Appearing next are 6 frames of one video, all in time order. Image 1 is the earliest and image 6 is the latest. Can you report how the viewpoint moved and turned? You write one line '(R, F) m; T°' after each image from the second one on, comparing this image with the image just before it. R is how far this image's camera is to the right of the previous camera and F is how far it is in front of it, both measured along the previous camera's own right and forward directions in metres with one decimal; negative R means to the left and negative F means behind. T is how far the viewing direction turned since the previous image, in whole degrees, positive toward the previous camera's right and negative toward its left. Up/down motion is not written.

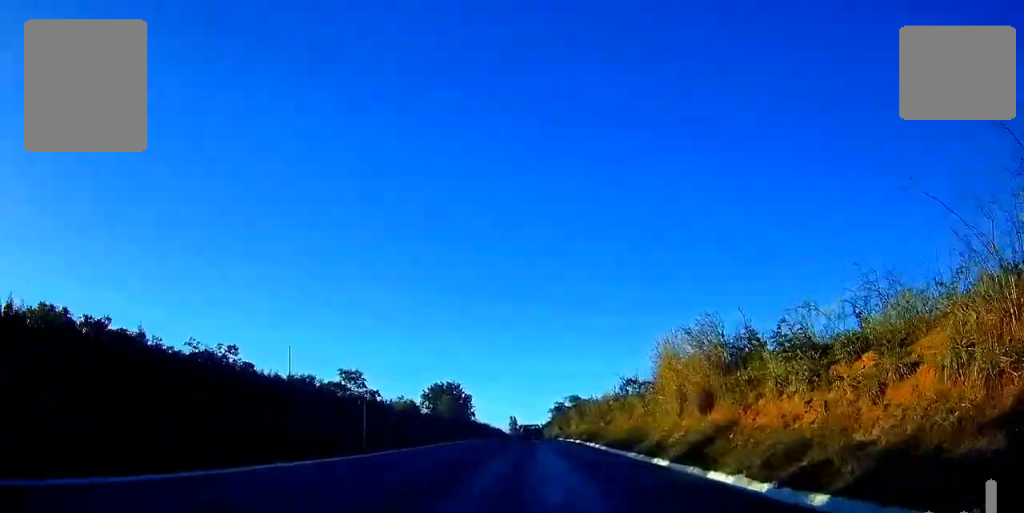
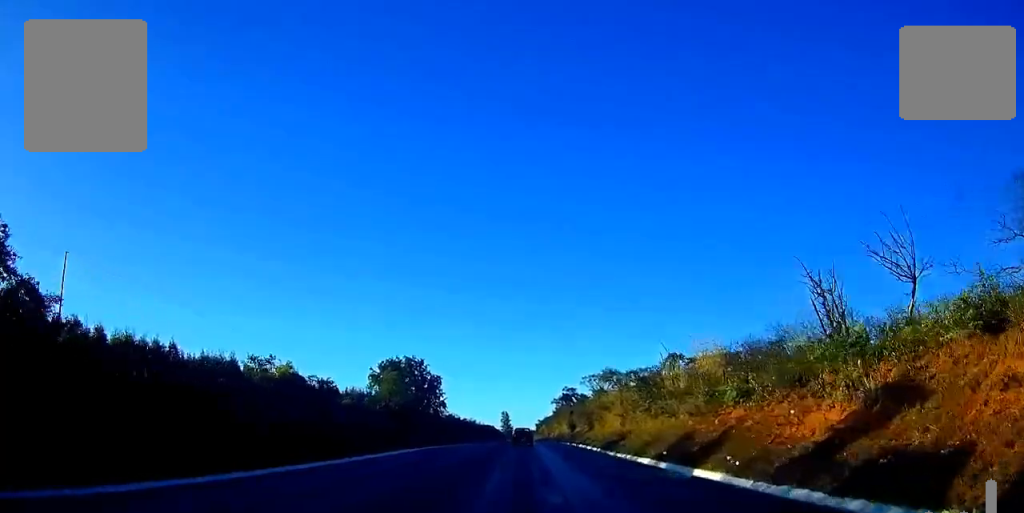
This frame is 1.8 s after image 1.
(+0.2, +41.3) m; 0°
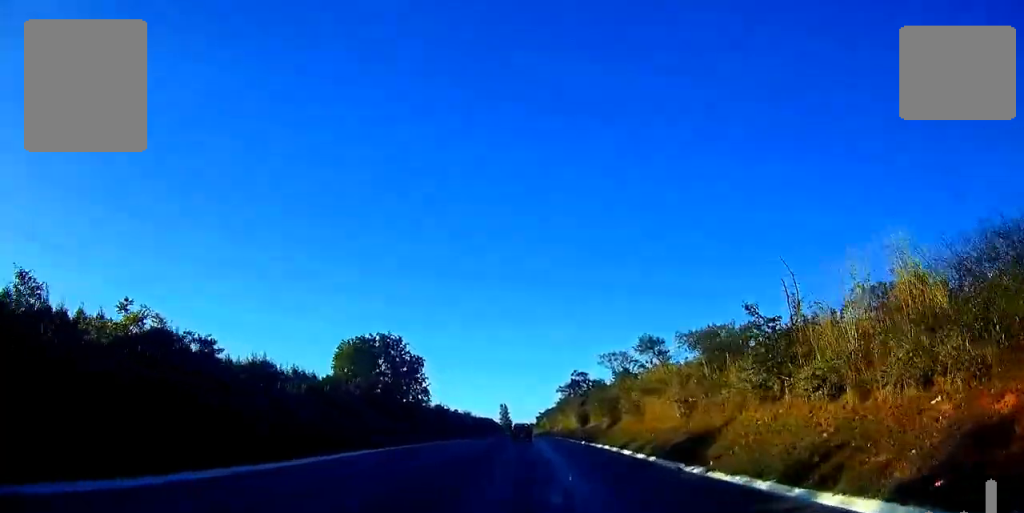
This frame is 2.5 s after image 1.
(-0.1, +16.3) m; 0°
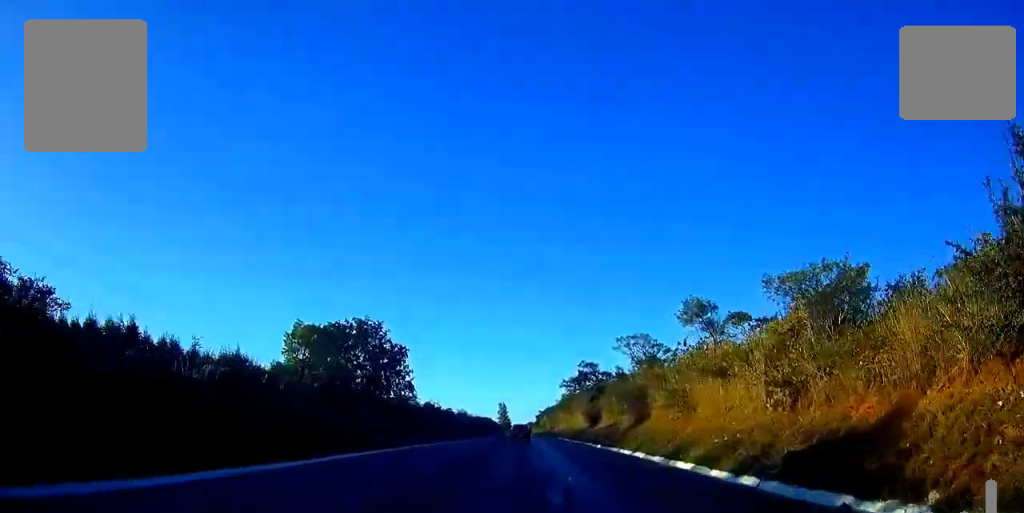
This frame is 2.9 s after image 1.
(0.0, +10.3) m; 0°
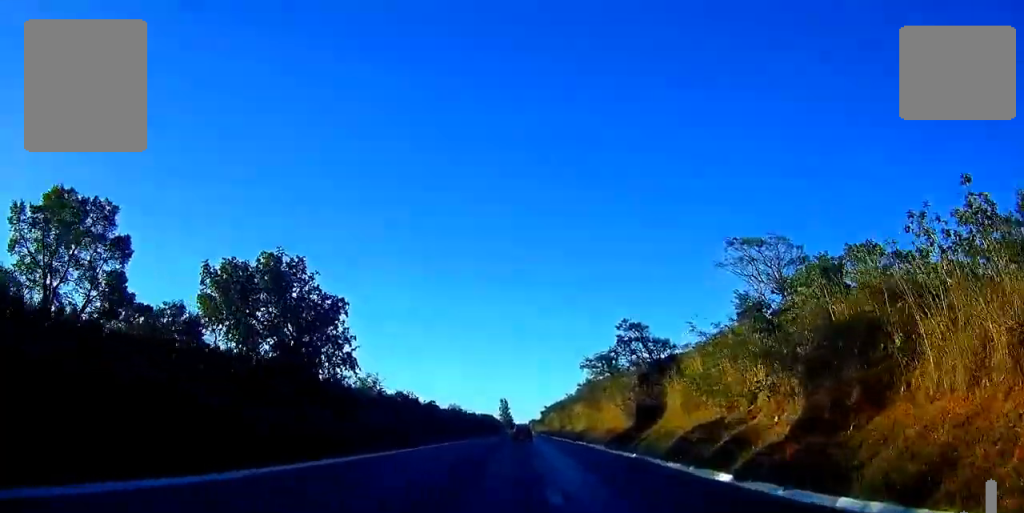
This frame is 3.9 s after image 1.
(+0.1, +24.1) m; 0°
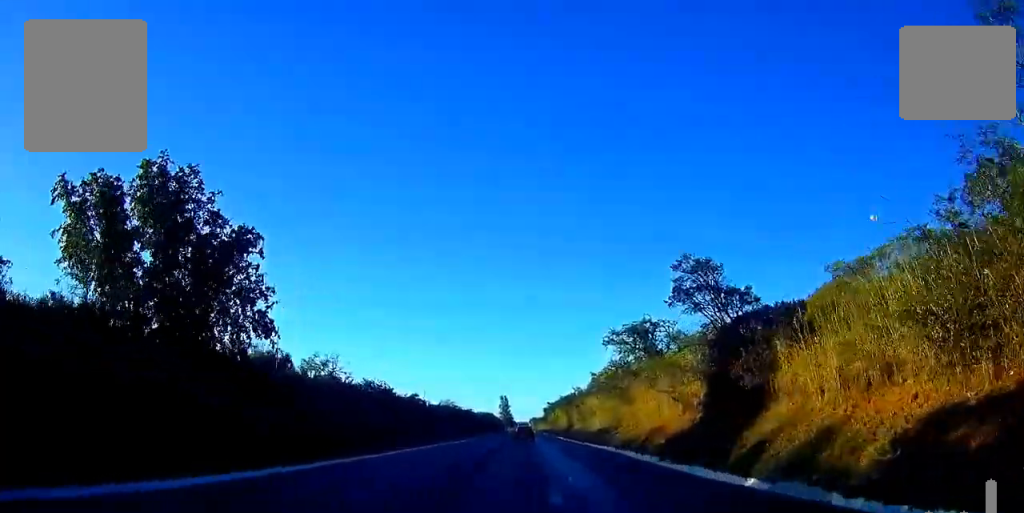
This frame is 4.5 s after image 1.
(-0.1, +14.7) m; 0°
